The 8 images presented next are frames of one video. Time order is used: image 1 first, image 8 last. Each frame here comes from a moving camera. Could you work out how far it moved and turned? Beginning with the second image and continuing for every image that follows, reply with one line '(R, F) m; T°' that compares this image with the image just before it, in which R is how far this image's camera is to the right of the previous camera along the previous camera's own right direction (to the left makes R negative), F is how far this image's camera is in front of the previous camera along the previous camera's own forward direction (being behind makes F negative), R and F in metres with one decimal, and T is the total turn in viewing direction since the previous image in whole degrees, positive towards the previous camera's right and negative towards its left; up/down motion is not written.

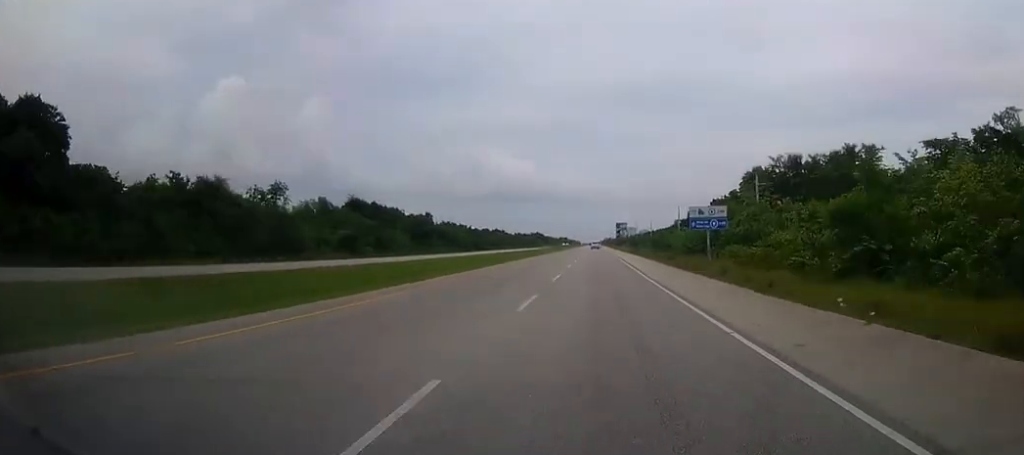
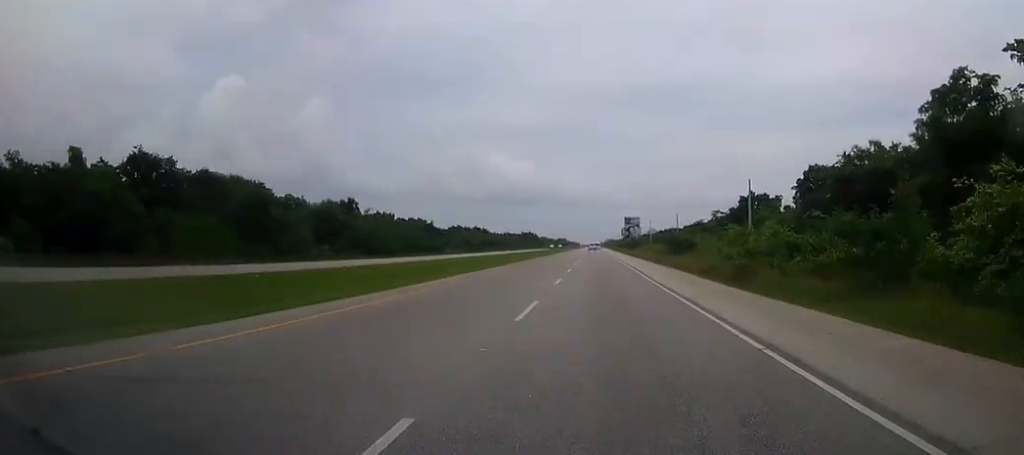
(0.0, +61.9) m; 0°
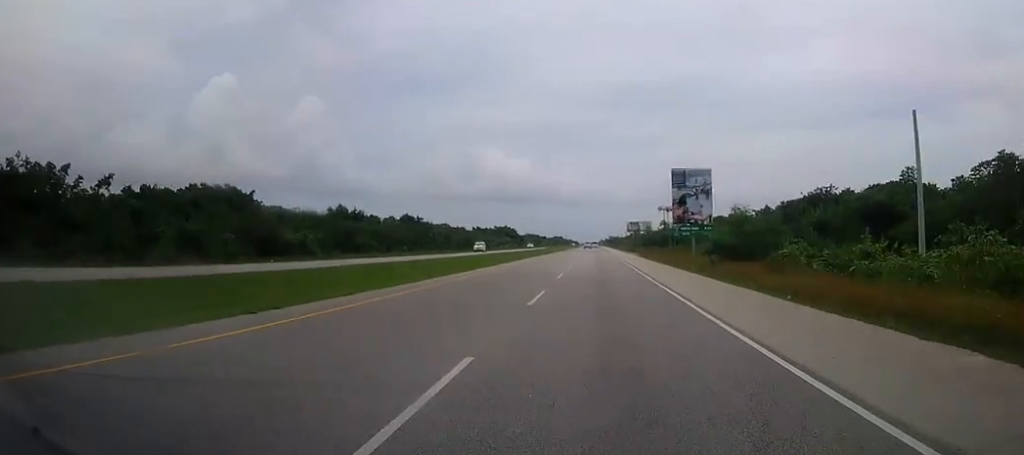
(+0.1, +103.4) m; 0°
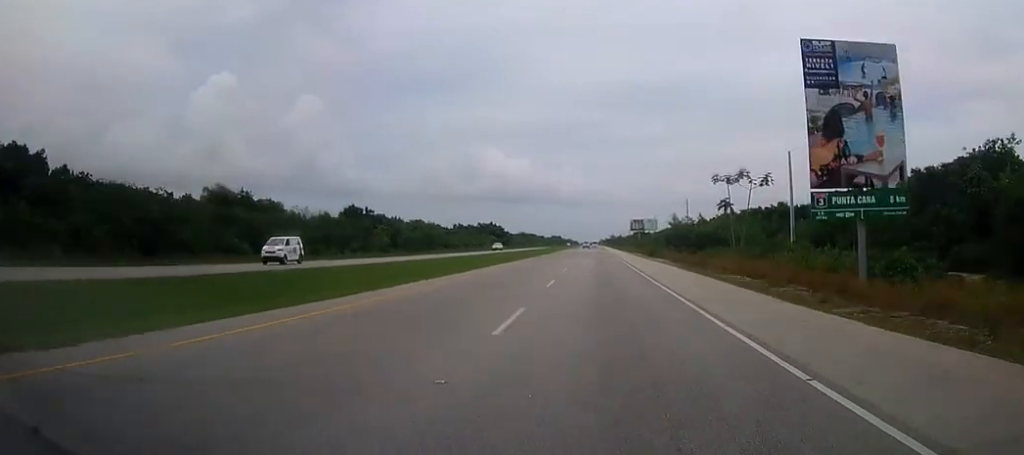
(-0.1, +41.5) m; 0°
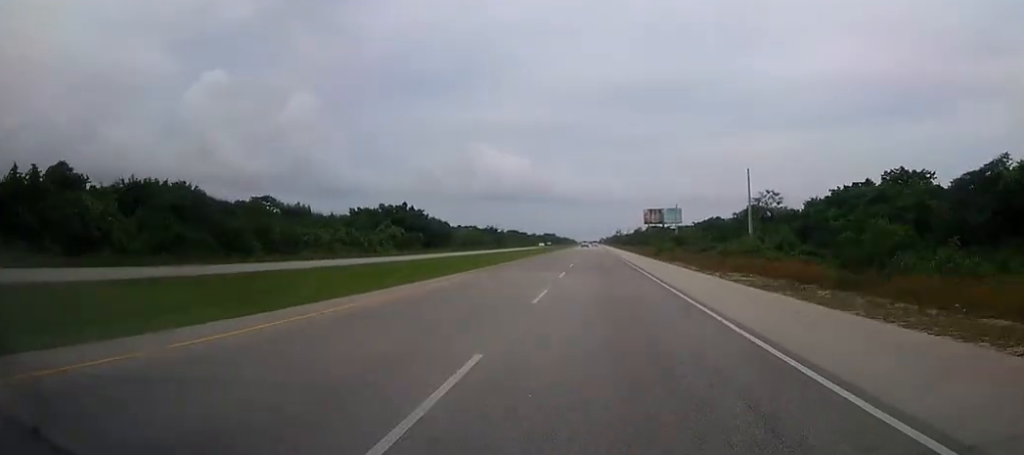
(+0.1, +115.1) m; 0°
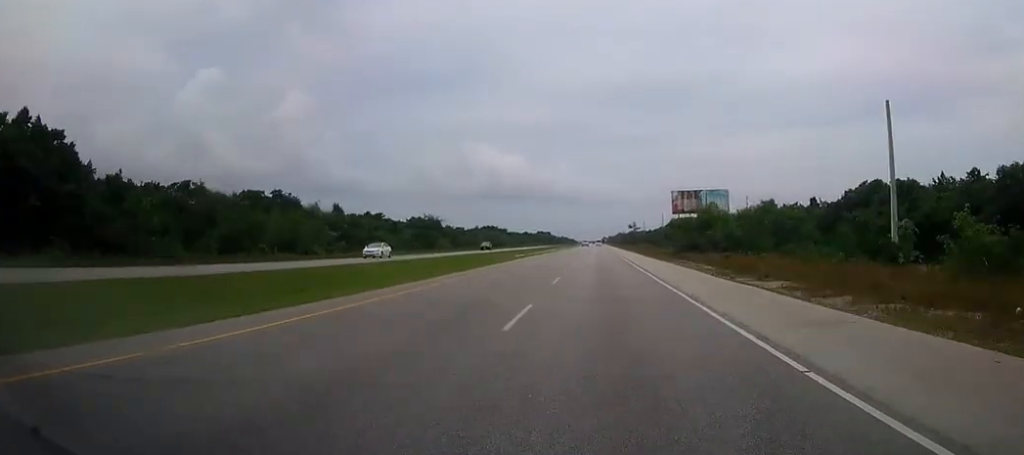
(+0.2, +101.0) m; 0°
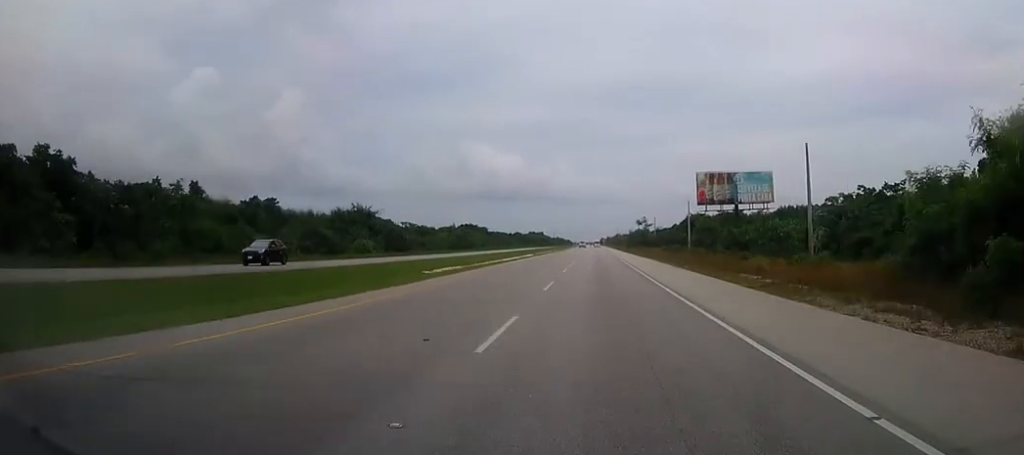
(0.0, +49.8) m; 0°
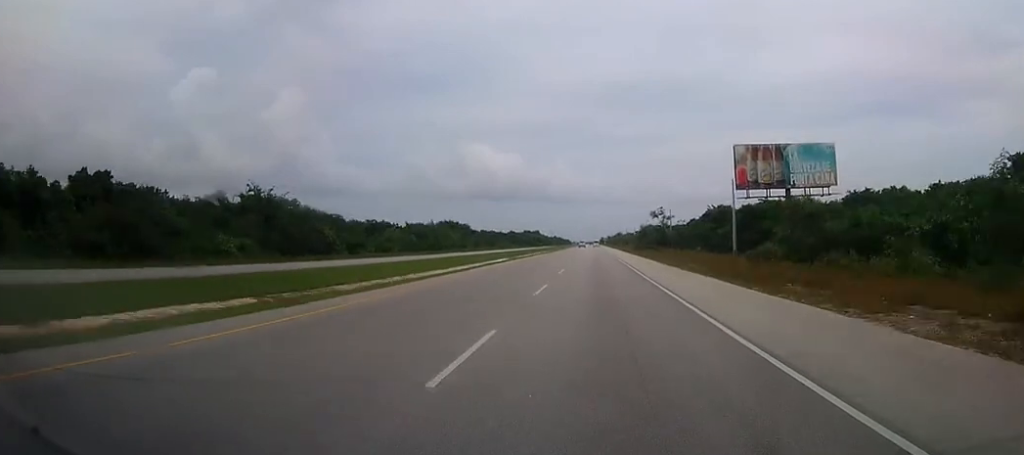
(0.0, +38.4) m; 0°
